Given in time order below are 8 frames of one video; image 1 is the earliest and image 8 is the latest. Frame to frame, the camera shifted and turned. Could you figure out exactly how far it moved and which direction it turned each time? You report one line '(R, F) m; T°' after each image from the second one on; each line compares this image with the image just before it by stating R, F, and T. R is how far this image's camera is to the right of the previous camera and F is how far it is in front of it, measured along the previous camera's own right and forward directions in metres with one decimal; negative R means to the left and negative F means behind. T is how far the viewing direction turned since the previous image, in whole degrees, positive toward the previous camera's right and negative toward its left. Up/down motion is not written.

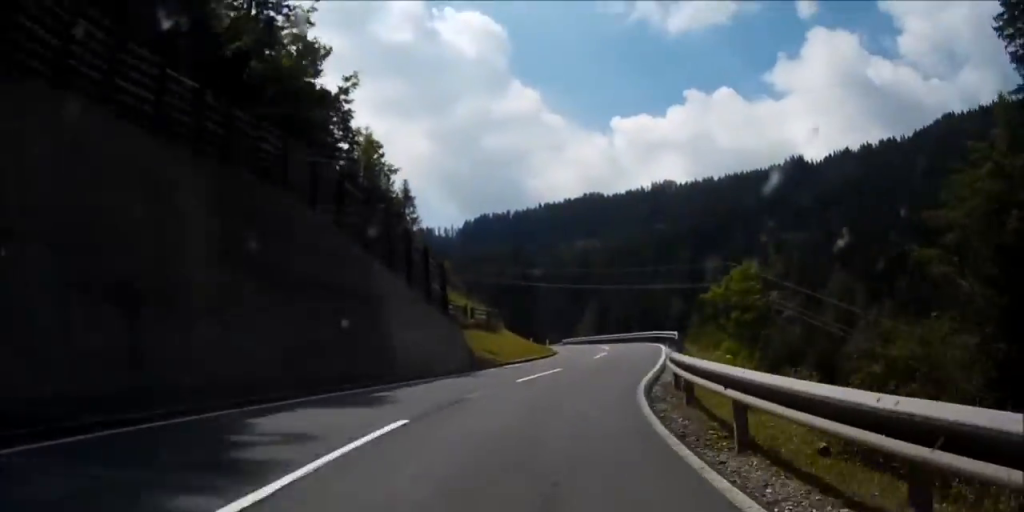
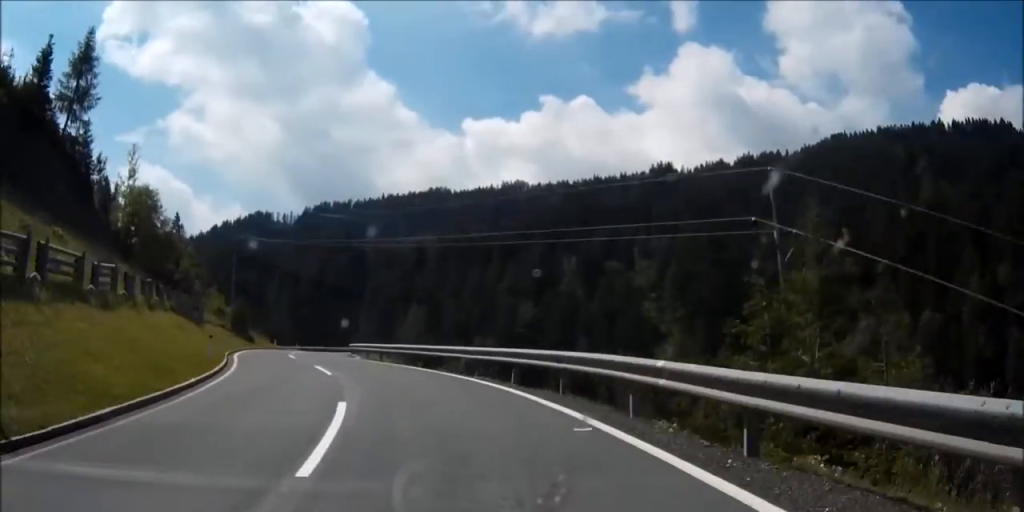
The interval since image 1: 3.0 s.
(+6.1, +40.2) m; +7°
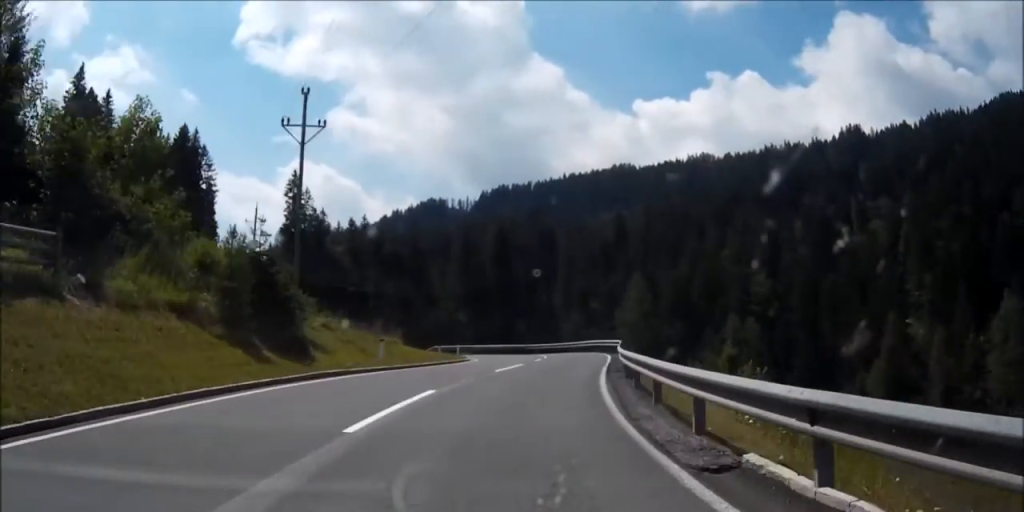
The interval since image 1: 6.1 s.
(-4.3, +37.8) m; -5°
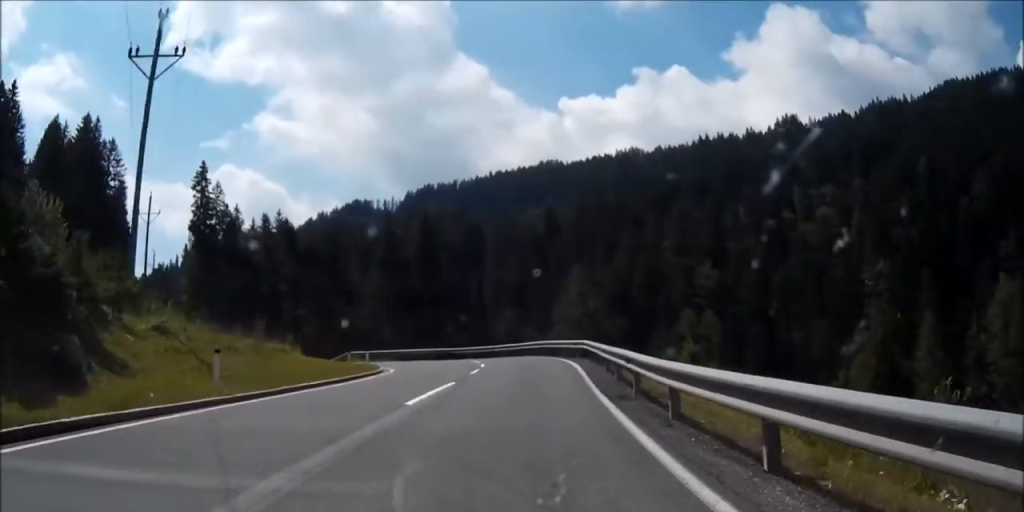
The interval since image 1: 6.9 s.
(-0.3, +9.8) m; +1°
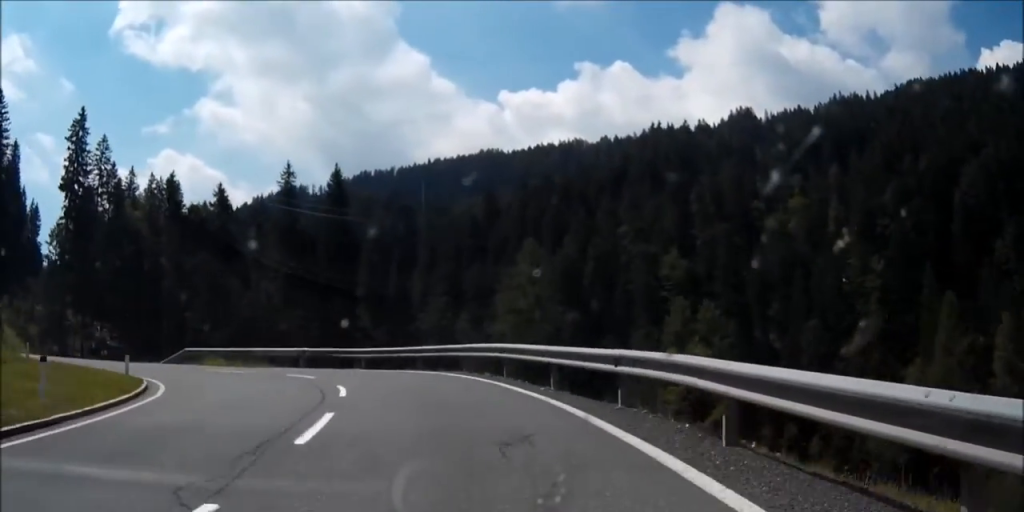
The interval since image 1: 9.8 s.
(+1.7, +26.8) m; -1°
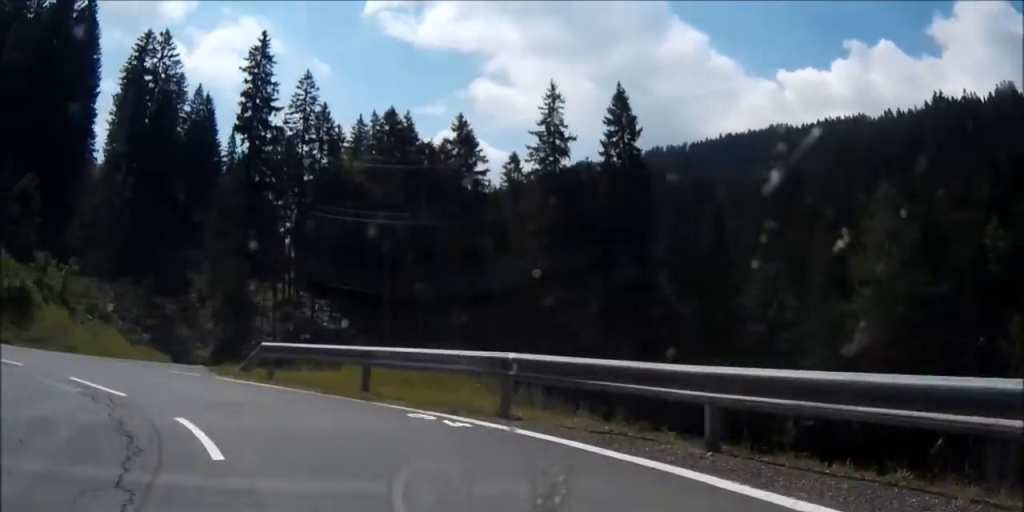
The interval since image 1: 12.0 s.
(-1.9, +18.1) m; -28°
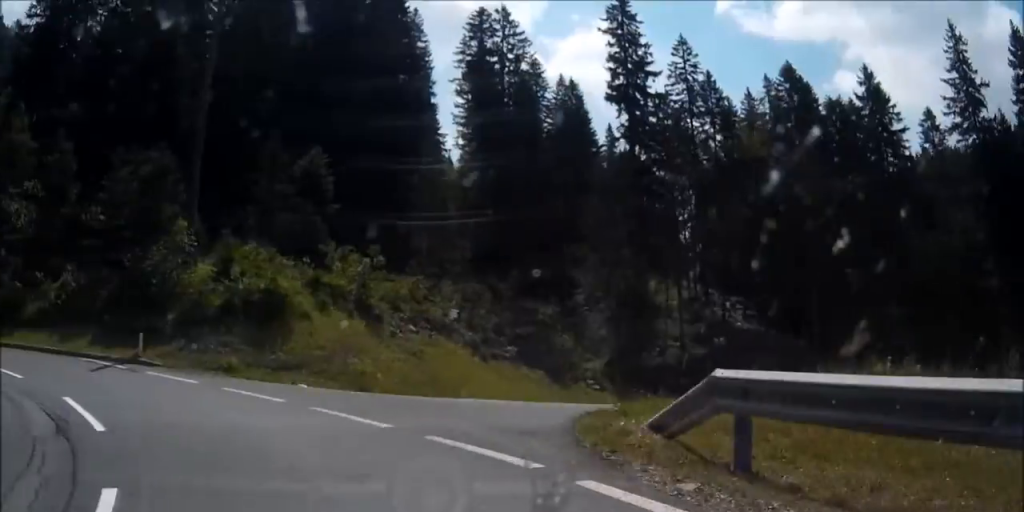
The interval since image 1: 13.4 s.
(-1.5, +10.2) m; -32°
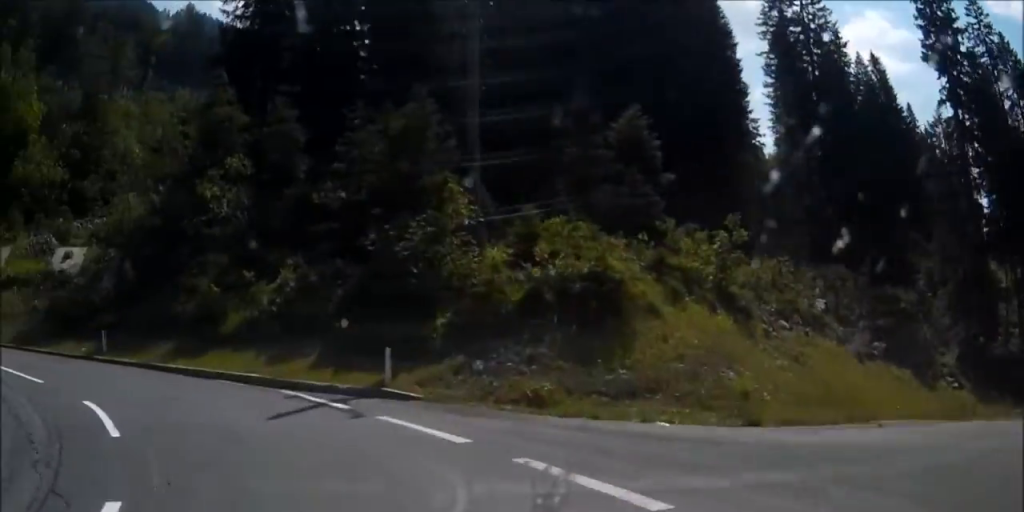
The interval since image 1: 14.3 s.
(-1.9, +7.1) m; -28°
